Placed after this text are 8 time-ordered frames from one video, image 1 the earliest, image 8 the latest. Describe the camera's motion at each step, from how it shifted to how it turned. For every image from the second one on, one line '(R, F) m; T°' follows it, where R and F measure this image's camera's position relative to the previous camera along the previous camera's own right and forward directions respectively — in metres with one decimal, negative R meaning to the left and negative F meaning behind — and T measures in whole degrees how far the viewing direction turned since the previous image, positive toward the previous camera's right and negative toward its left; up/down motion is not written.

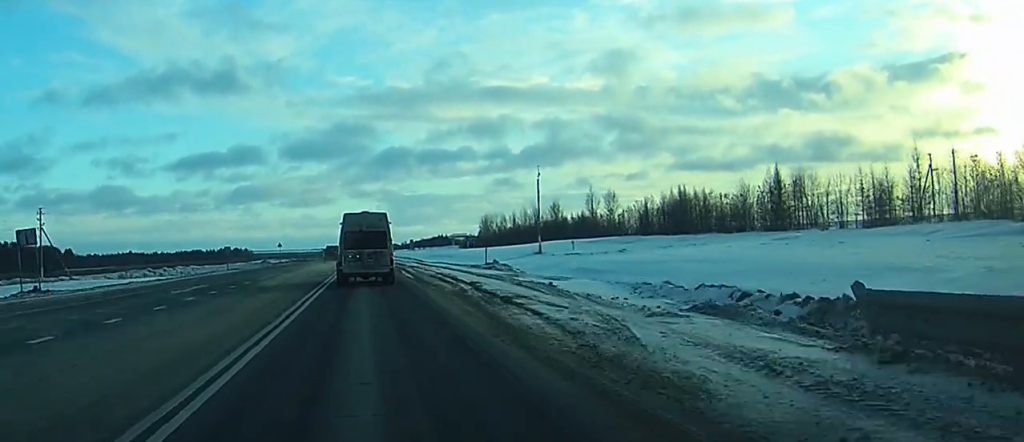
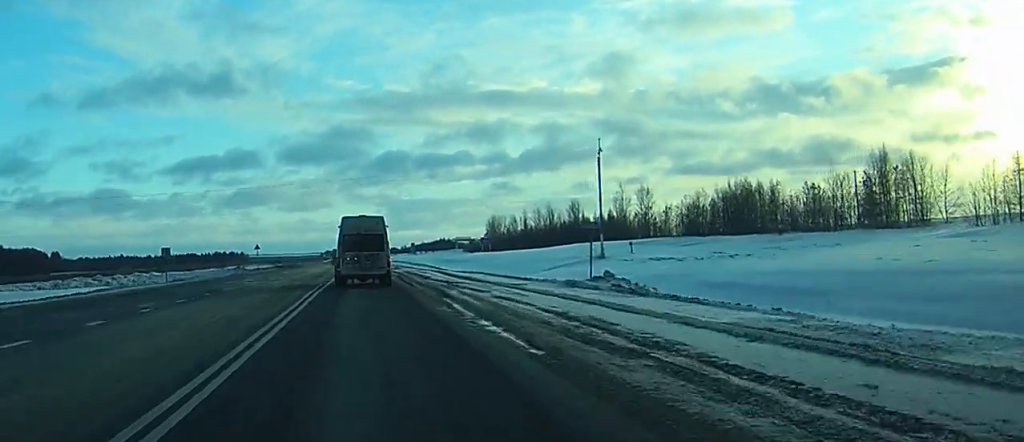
(+0.1, +29.0) m; 0°
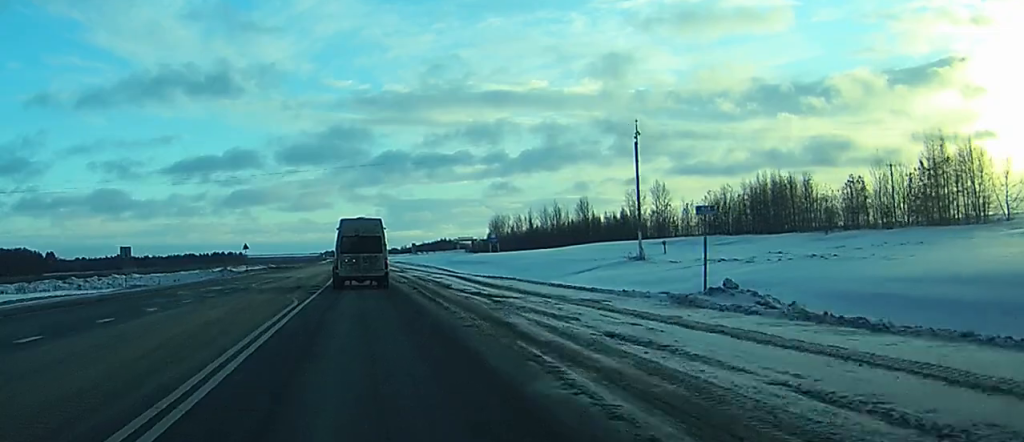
(0.0, +11.3) m; 0°
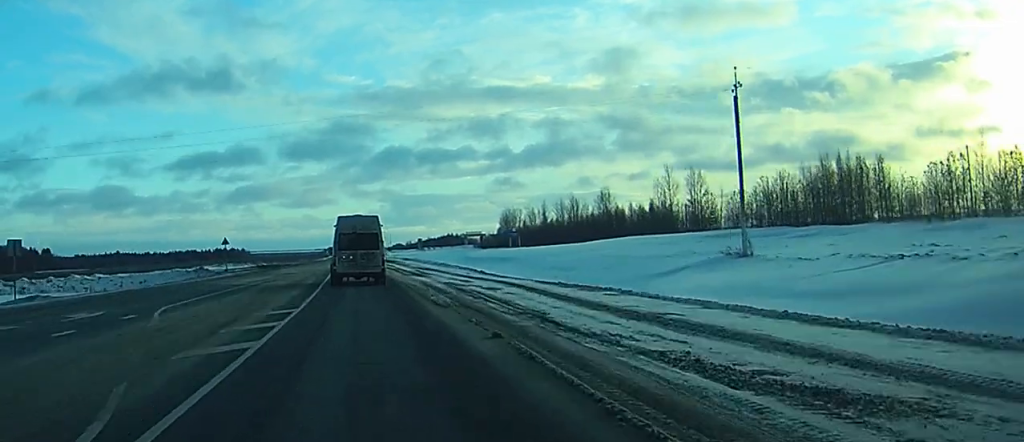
(0.0, +18.6) m; 0°
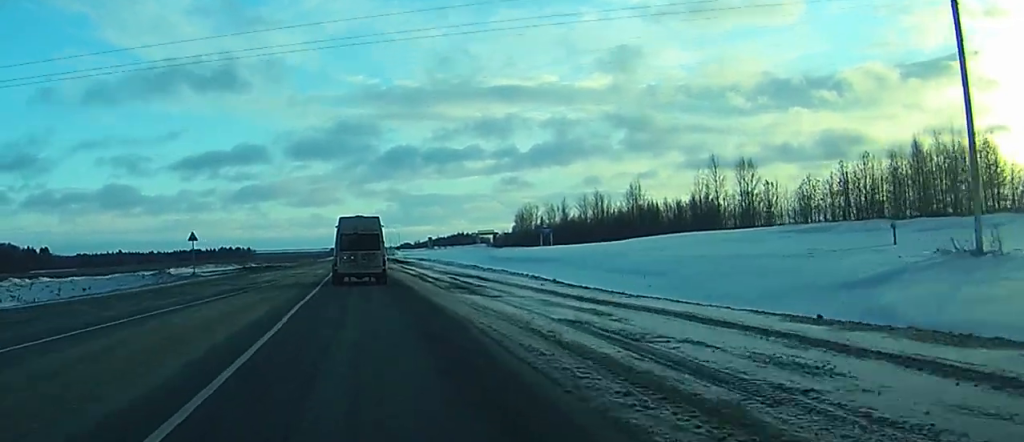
(-0.1, +20.3) m; 0°
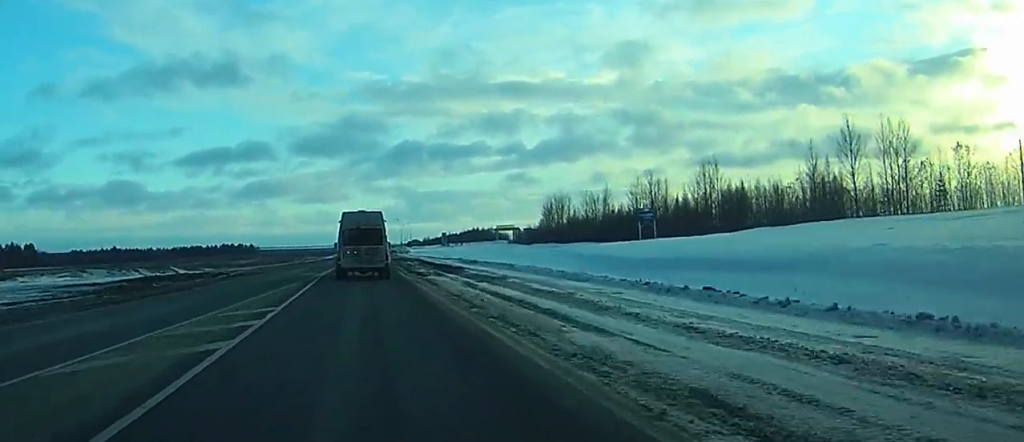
(-0.2, +44.3) m; -1°
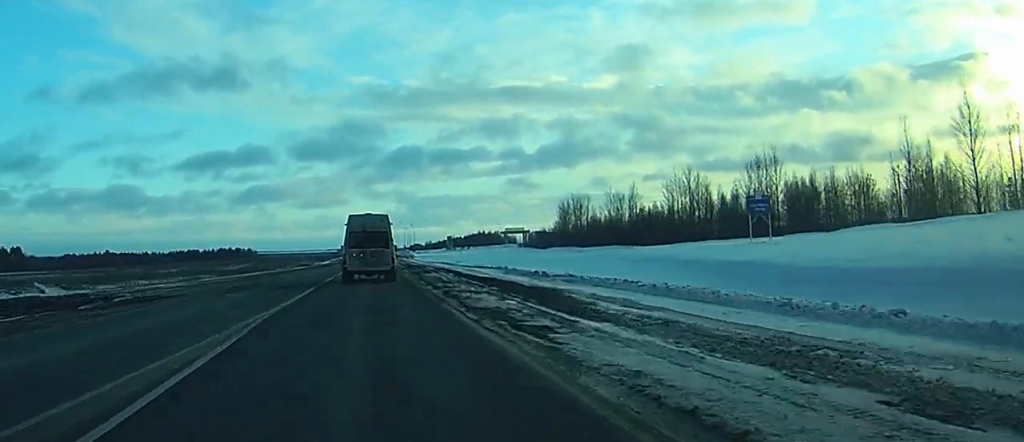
(-0.1, +25.6) m; 0°
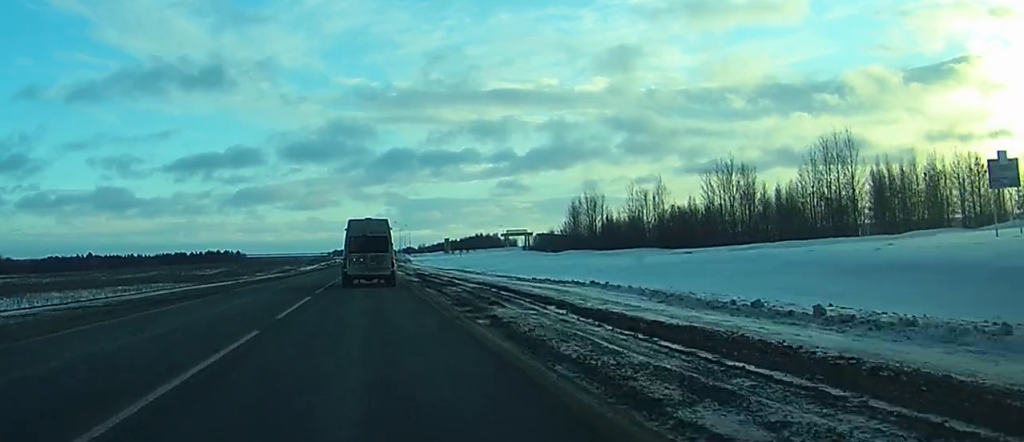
(0.0, +27.4) m; 0°
